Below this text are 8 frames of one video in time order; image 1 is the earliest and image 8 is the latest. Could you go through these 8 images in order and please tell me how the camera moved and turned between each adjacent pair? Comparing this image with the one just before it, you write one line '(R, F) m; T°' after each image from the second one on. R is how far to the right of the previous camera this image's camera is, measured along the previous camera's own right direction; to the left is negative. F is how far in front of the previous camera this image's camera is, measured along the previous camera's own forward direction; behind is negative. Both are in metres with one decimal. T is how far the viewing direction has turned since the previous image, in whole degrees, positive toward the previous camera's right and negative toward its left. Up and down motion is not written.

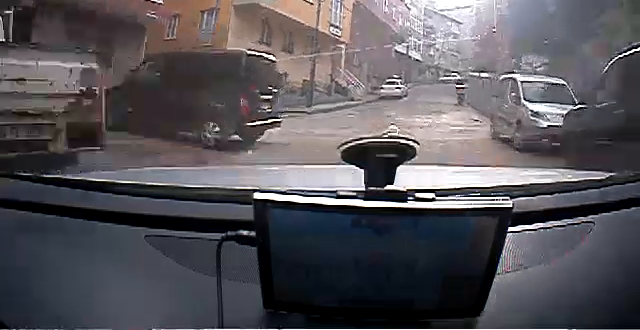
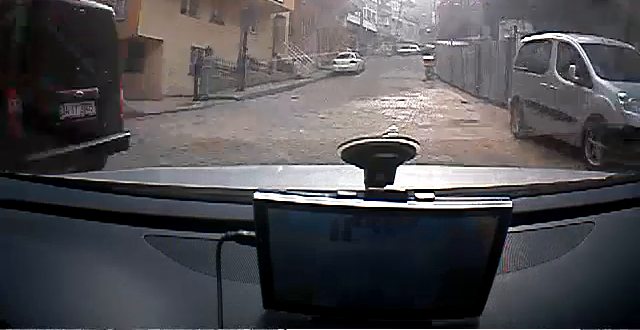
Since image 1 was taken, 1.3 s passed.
(+0.2, +3.8) m; -3°
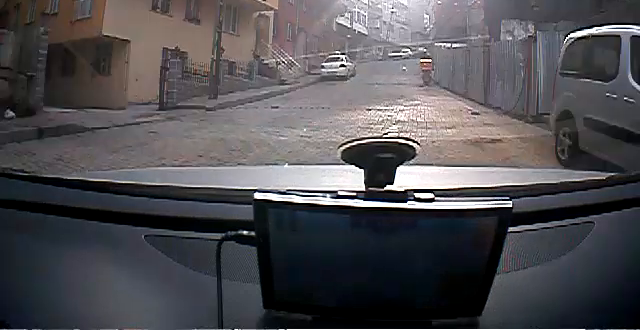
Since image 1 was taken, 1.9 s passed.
(0.0, +1.7) m; -5°
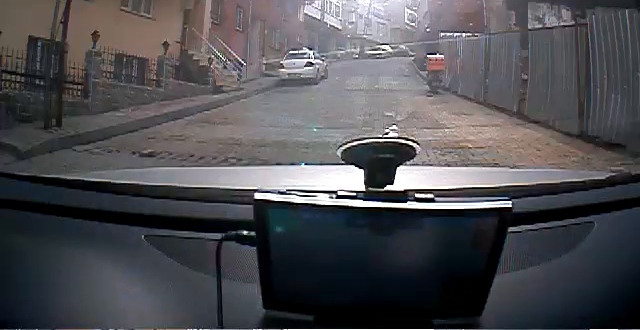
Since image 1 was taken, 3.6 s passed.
(-0.7, +7.2) m; -6°
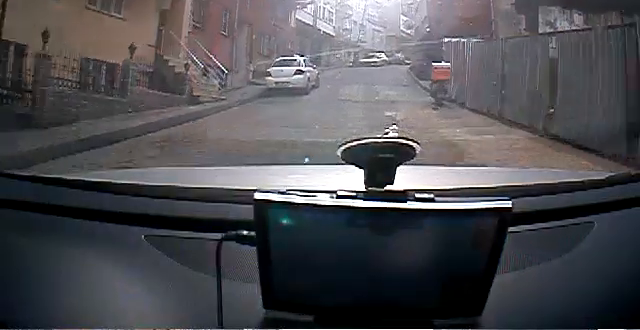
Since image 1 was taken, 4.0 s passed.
(0.0, +1.8) m; +1°
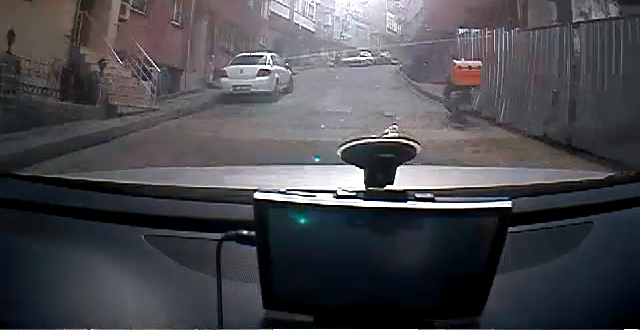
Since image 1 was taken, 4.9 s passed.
(+0.2, +4.3) m; +8°
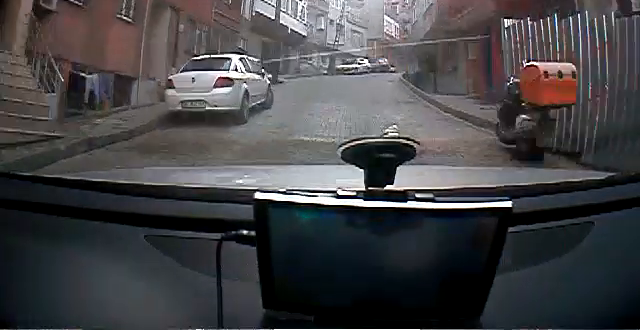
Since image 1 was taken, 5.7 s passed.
(+0.3, +3.9) m; +6°
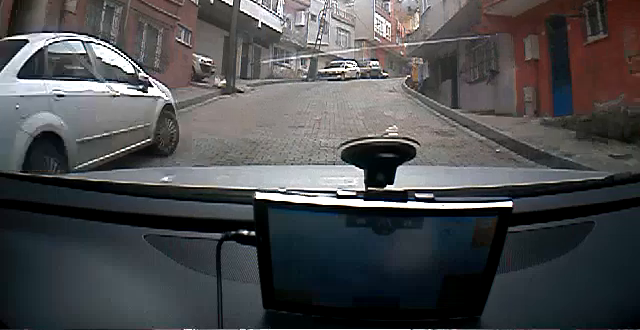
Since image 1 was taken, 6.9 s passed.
(+0.3, +6.2) m; +11°
